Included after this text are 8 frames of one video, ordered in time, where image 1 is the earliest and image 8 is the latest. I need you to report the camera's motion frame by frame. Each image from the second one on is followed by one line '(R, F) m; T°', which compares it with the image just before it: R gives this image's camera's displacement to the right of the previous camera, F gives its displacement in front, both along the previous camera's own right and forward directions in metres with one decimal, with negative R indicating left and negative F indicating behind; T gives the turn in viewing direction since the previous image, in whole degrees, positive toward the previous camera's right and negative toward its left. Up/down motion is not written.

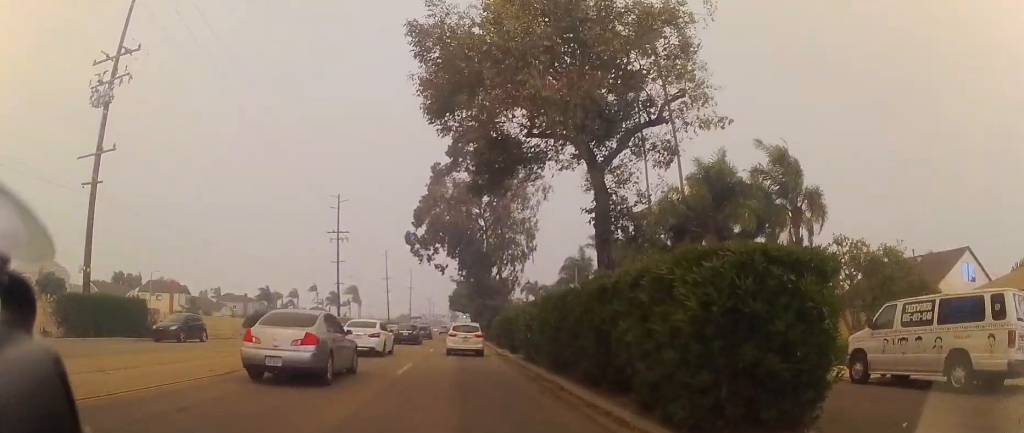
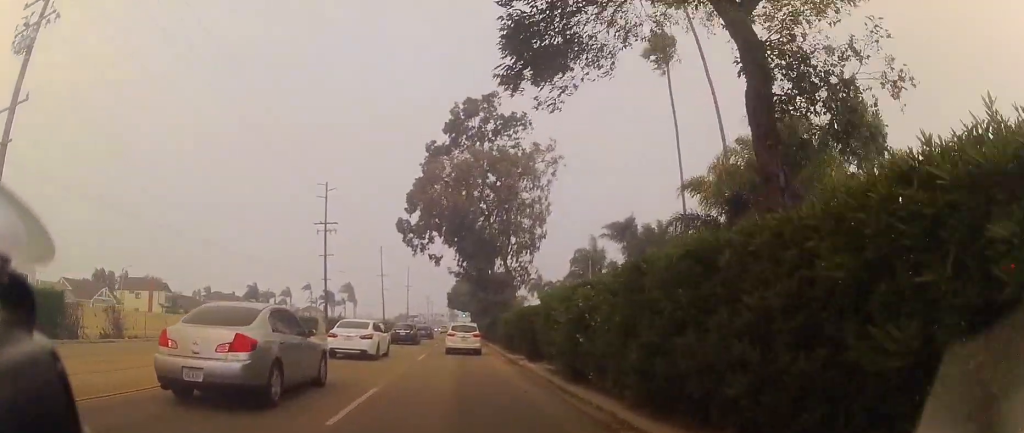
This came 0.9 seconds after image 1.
(0.0, +7.6) m; 0°
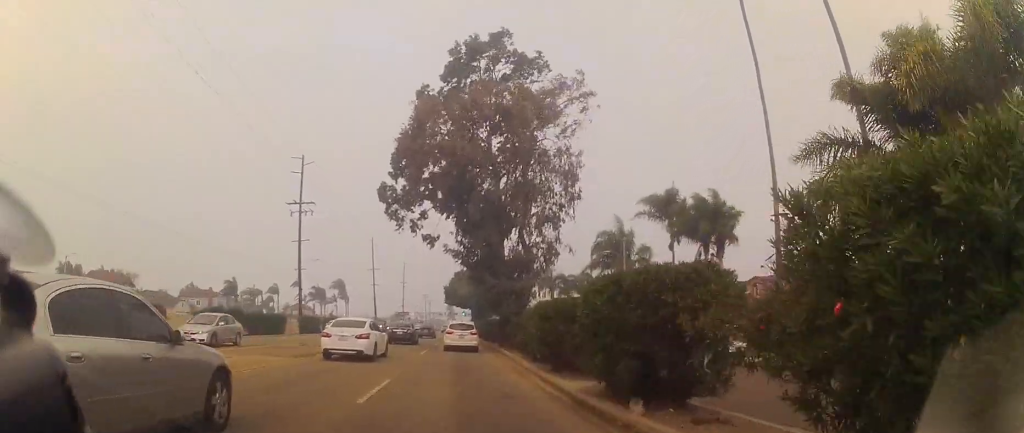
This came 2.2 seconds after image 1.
(0.0, +12.6) m; +1°
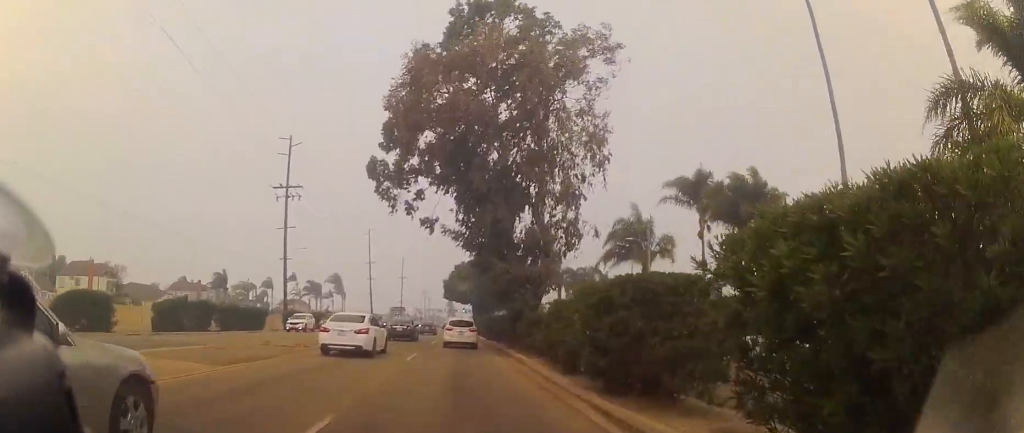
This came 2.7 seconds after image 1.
(-0.1, +5.8) m; +1°
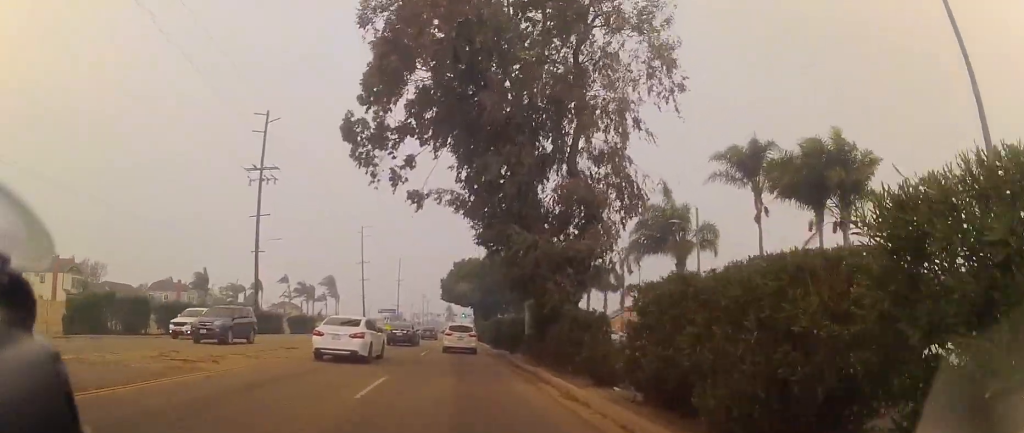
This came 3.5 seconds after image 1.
(+0.3, +8.6) m; 0°
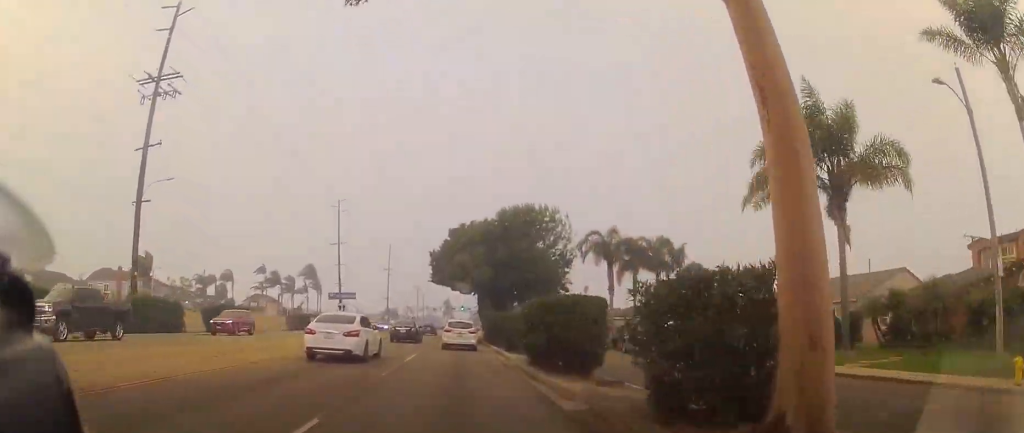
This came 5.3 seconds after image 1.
(-0.6, +20.9) m; -2°
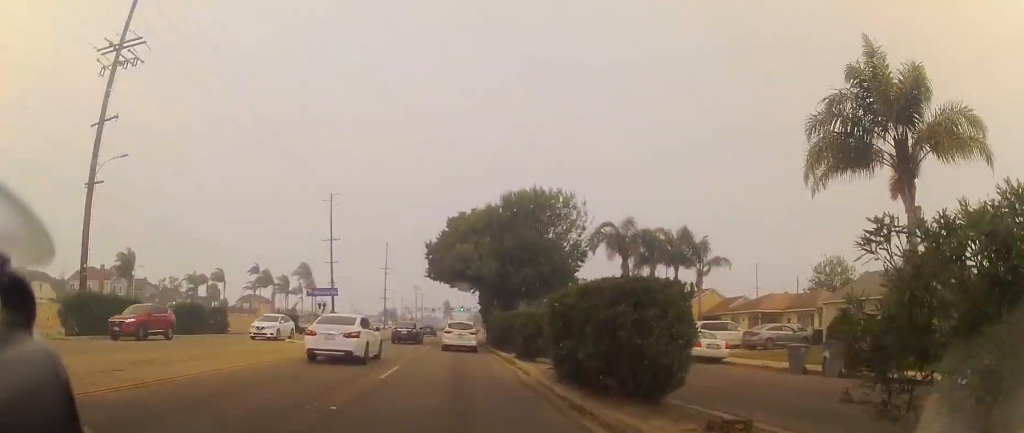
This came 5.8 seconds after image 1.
(0.0, +5.2) m; 0°
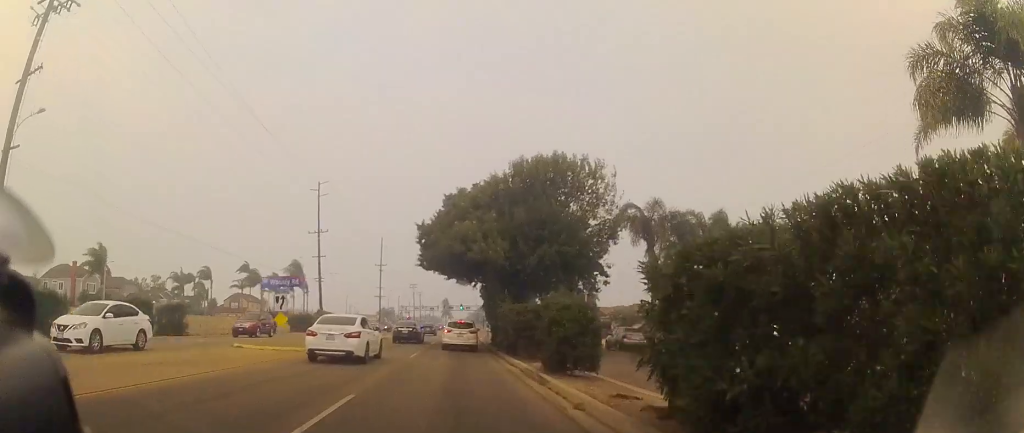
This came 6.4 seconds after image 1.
(0.0, +7.1) m; 0°
